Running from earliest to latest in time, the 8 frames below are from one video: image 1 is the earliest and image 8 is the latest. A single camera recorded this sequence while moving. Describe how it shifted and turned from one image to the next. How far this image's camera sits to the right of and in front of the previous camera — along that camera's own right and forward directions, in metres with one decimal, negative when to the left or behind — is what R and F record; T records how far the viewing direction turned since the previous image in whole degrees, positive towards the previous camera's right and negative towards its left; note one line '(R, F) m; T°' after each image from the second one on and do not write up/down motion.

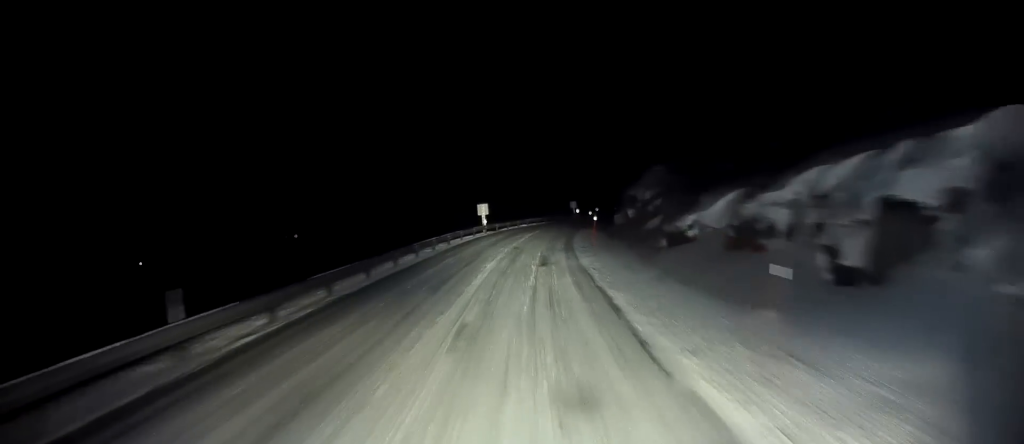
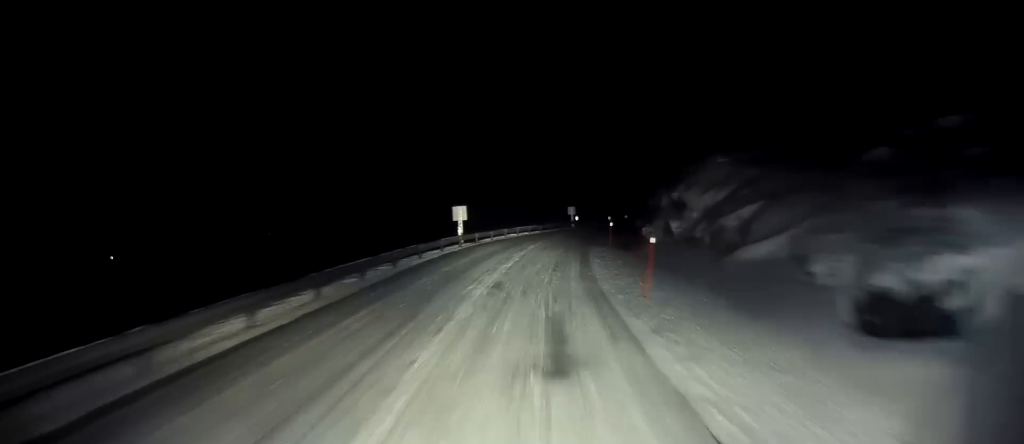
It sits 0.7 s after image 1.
(+0.1, +13.1) m; +2°
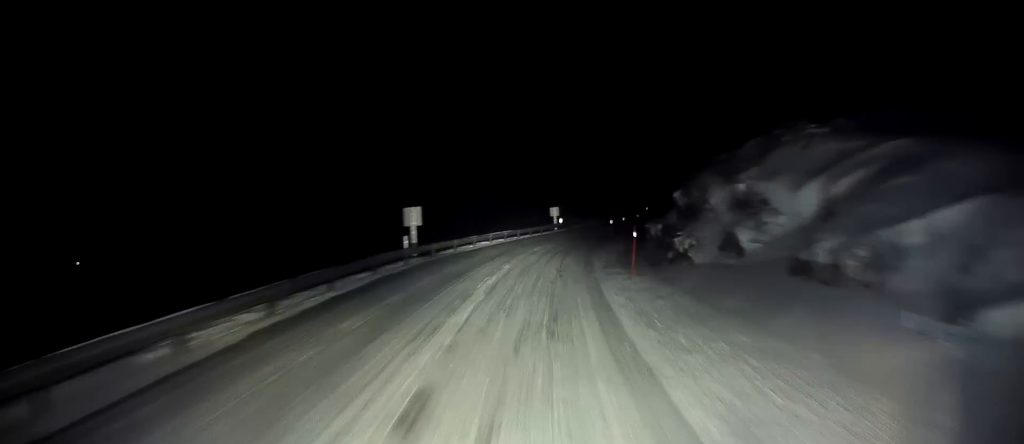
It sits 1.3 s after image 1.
(-0.1, +10.6) m; +2°
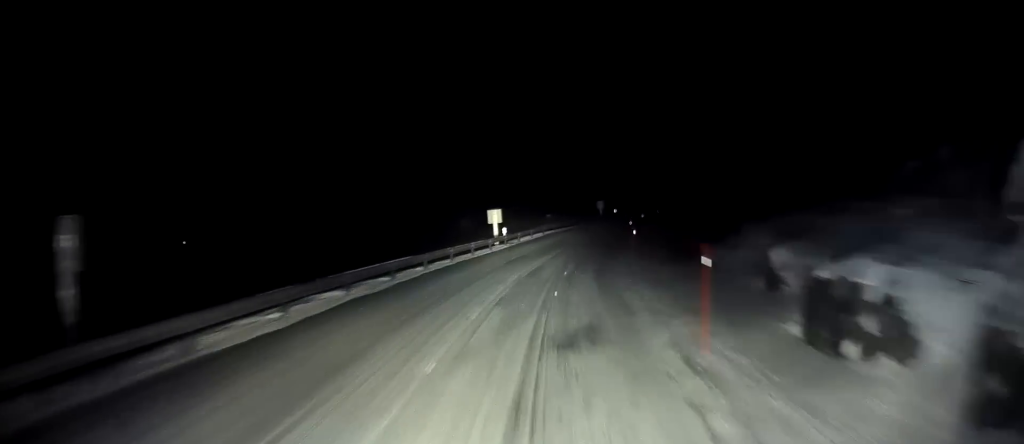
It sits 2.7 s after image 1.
(+1.4, +22.9) m; +6°
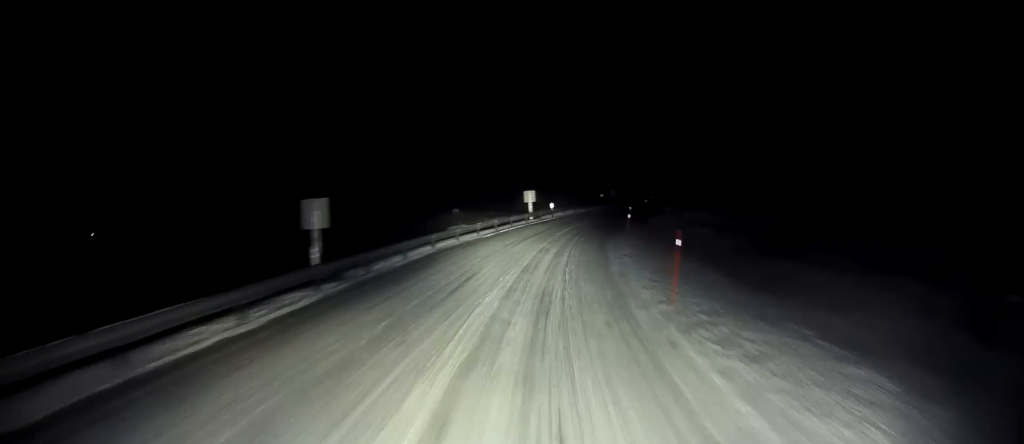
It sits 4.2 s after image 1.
(+1.8, +25.4) m; +9°
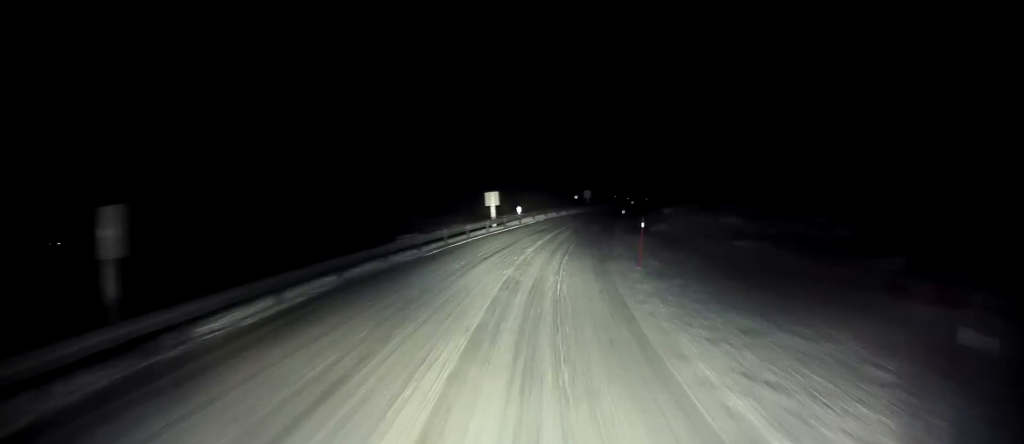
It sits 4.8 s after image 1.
(+0.3, +9.2) m; +3°
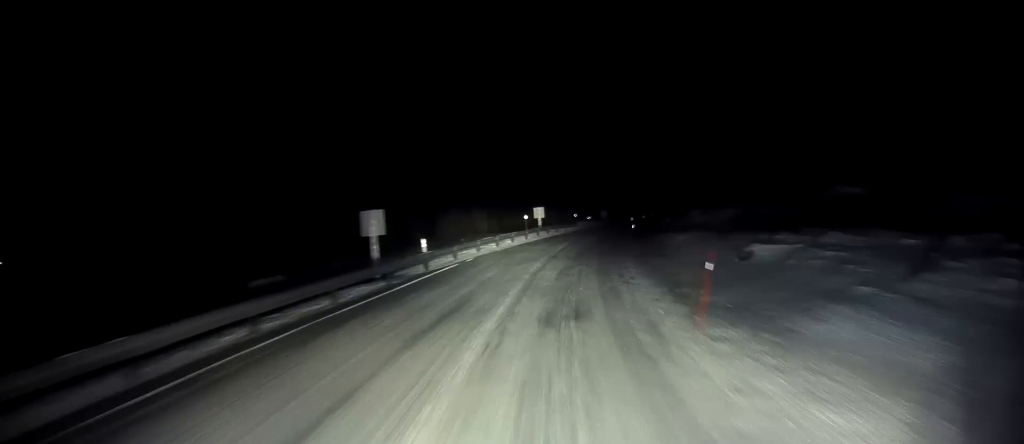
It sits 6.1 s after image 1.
(+1.3, +21.5) m; +7°
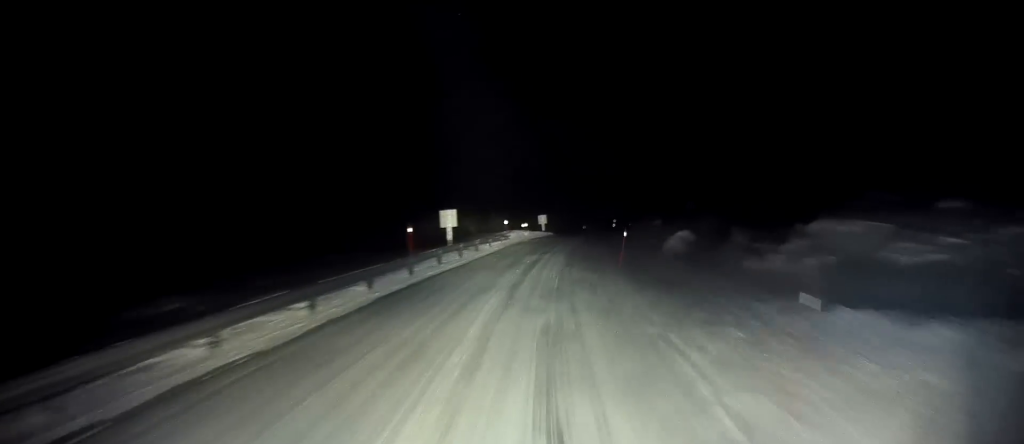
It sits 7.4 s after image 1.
(+1.0, +21.4) m; +6°
